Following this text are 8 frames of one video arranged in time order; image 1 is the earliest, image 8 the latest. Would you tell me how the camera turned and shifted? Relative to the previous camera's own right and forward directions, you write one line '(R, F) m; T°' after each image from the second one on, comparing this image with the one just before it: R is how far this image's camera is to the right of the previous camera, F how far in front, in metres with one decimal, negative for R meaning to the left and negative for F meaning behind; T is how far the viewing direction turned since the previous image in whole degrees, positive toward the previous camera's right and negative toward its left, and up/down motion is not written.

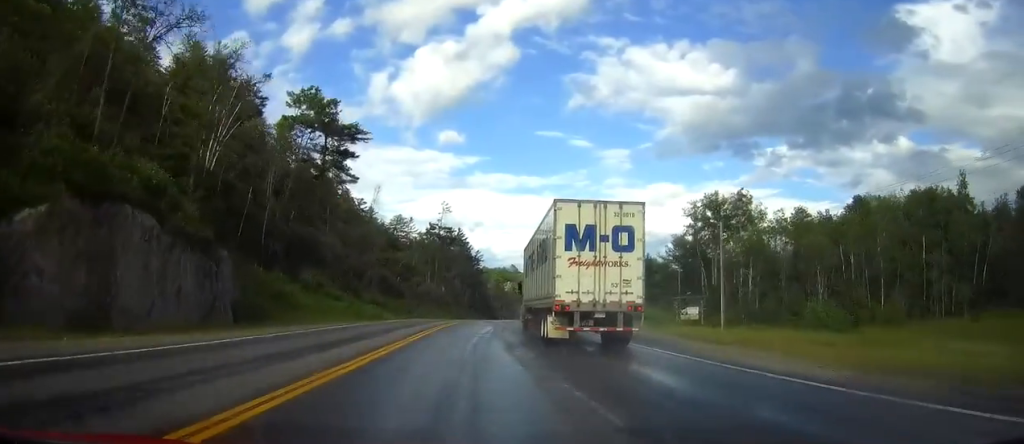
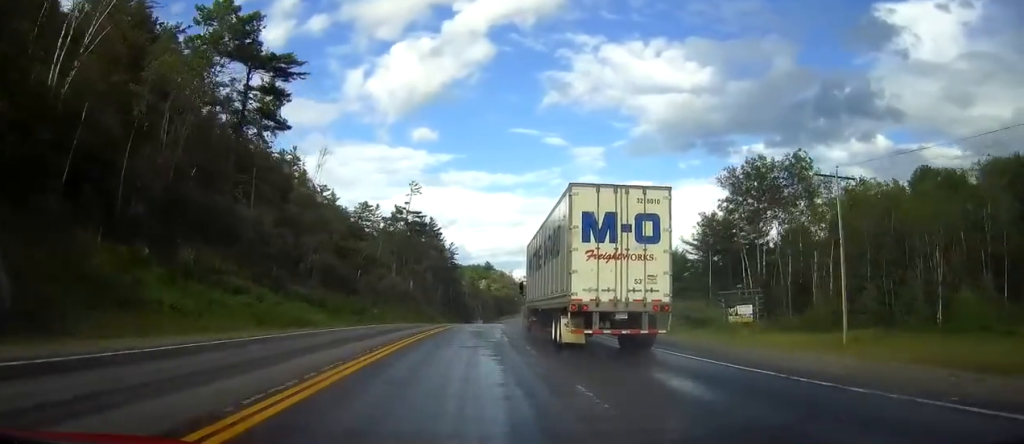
(+0.4, +25.0) m; +2°
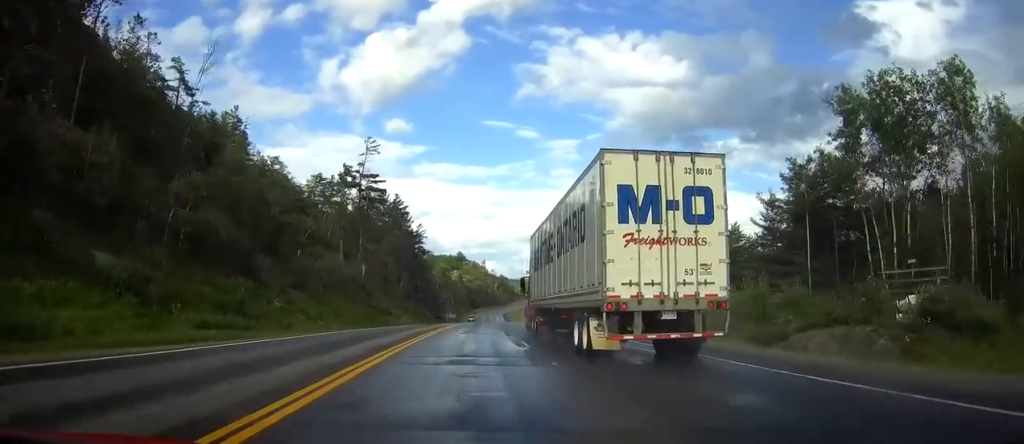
(+0.8, +32.7) m; +2°
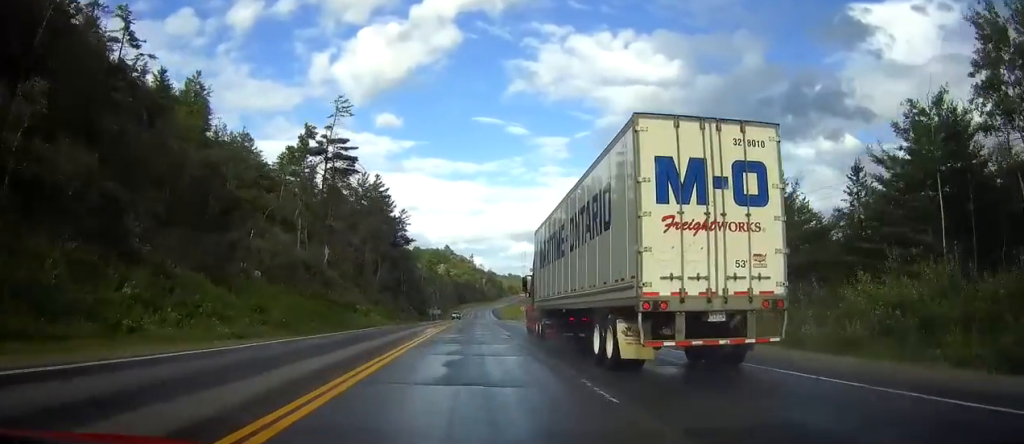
(+0.2, +20.2) m; +1°
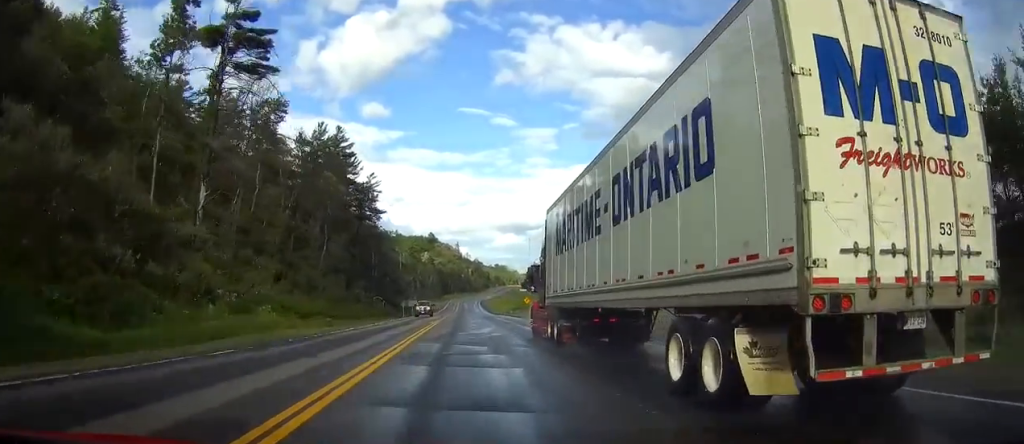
(+0.3, +38.8) m; +1°
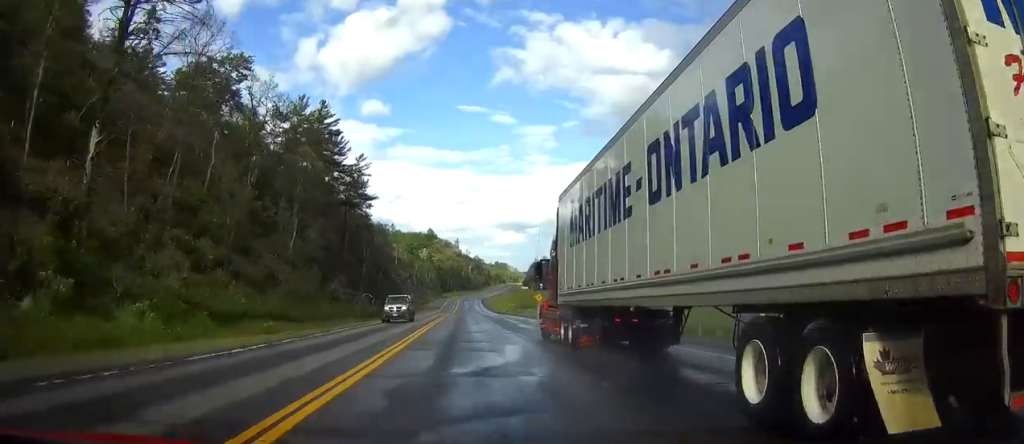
(0.0, +16.0) m; 0°
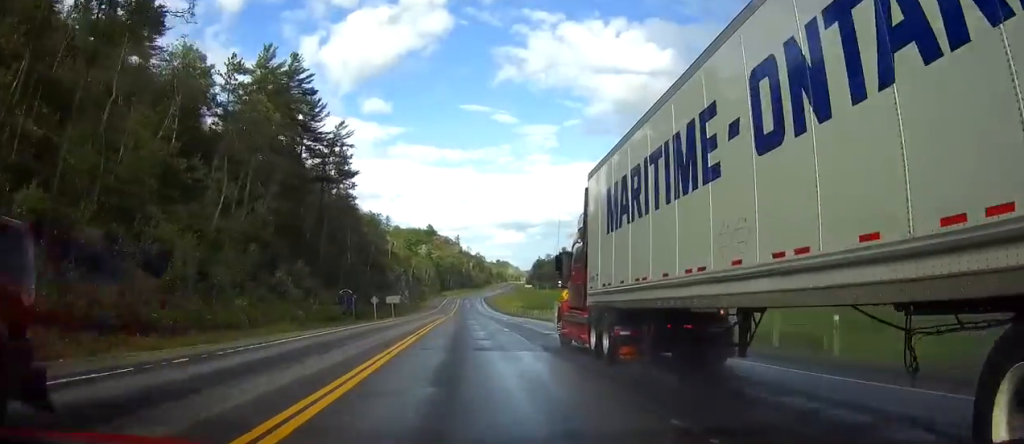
(0.0, +22.7) m; 0°
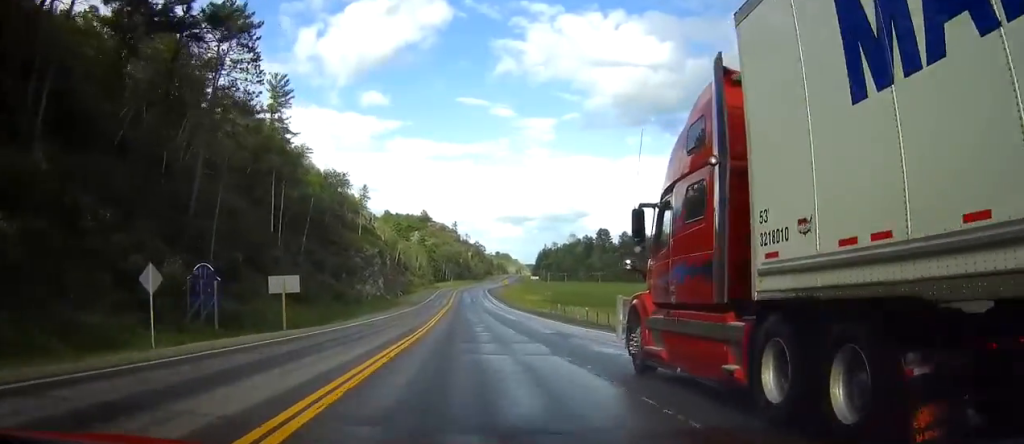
(0.0, +55.7) m; 0°
